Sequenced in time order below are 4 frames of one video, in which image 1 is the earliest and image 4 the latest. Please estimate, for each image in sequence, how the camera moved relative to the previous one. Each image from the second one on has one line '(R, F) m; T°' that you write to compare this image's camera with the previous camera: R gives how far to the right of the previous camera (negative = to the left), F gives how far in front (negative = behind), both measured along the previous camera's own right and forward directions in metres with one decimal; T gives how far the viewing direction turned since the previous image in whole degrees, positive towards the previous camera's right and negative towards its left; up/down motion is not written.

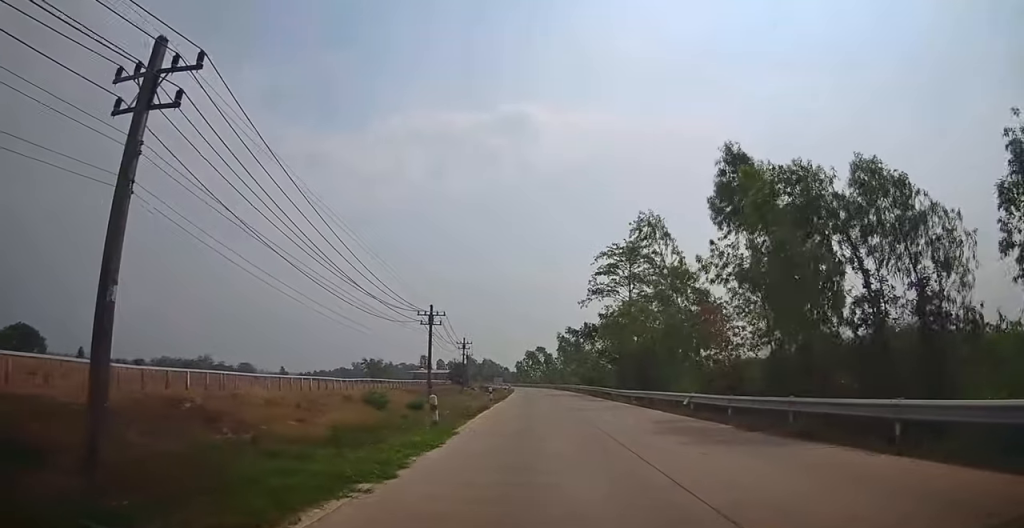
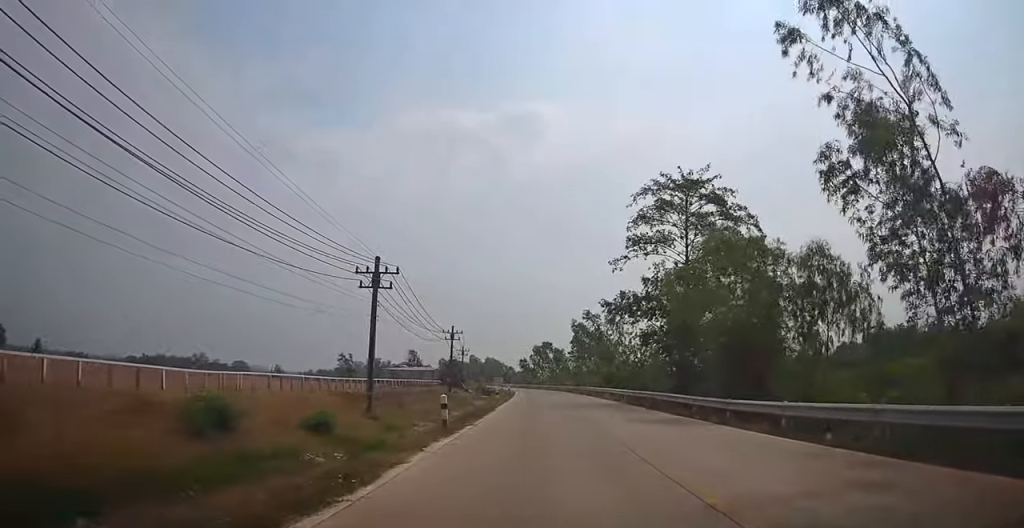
(+0.3, +19.3) m; 0°
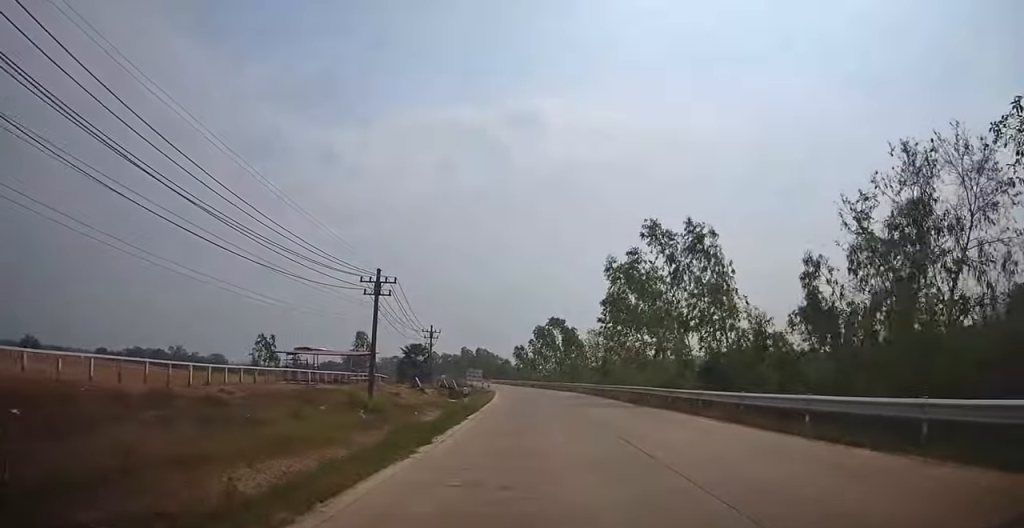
(+0.2, +33.9) m; -1°
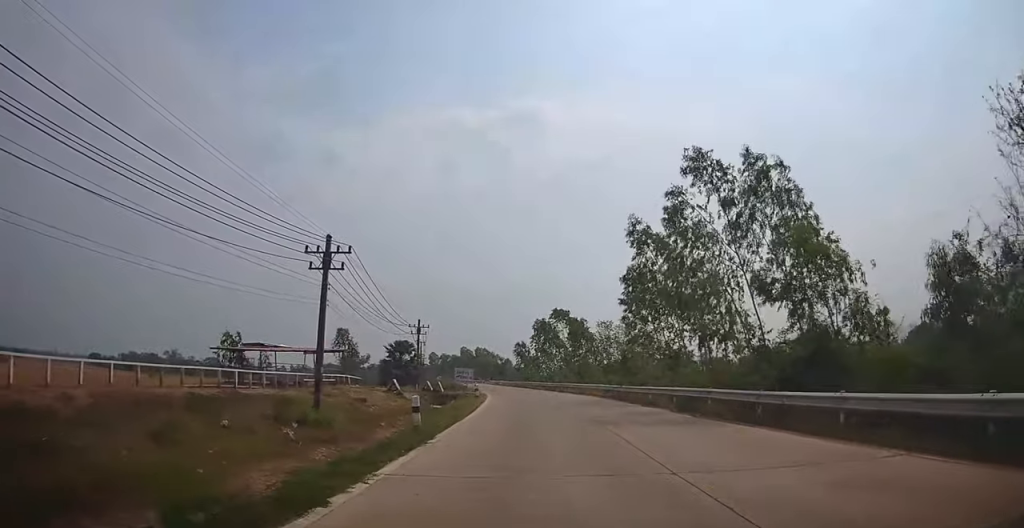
(-0.2, +9.8) m; 0°
